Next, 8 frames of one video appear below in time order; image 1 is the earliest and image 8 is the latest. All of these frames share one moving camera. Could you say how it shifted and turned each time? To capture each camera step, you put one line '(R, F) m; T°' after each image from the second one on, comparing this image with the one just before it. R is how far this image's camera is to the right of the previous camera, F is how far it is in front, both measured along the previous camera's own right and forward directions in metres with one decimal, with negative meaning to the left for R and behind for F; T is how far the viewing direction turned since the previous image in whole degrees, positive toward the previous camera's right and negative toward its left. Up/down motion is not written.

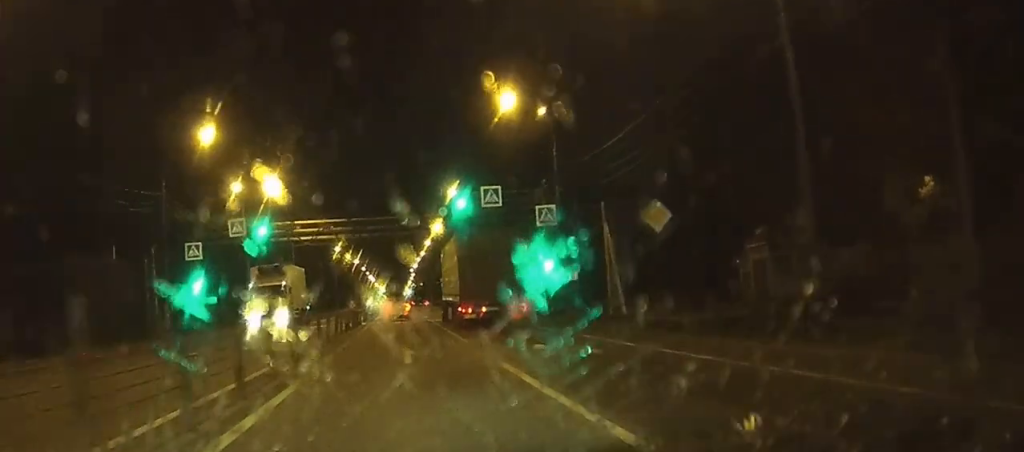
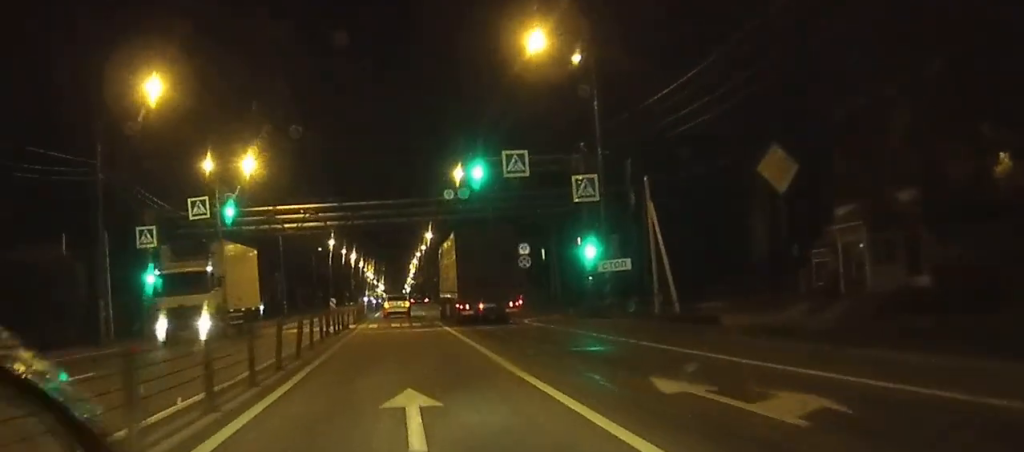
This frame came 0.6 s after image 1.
(0.0, +10.6) m; 0°
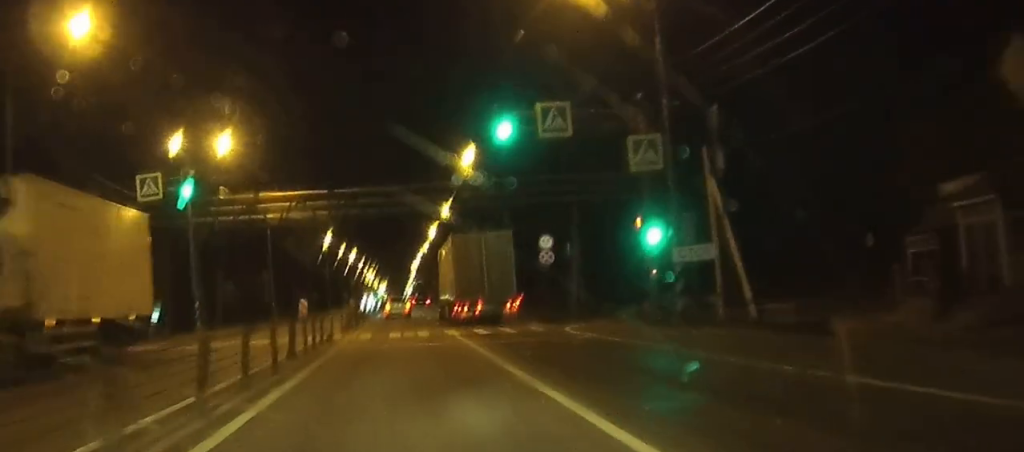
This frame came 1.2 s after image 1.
(0.0, +9.4) m; 0°
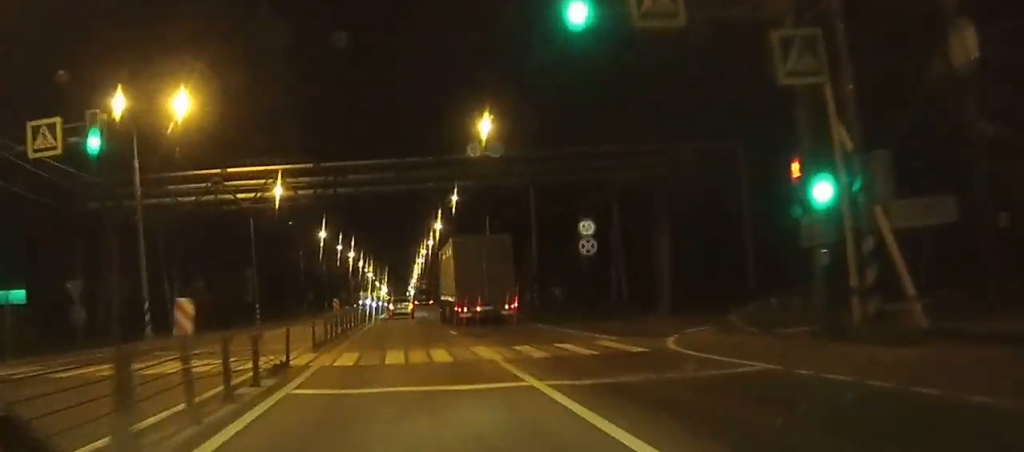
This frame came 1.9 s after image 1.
(0.0, +11.6) m; 0°
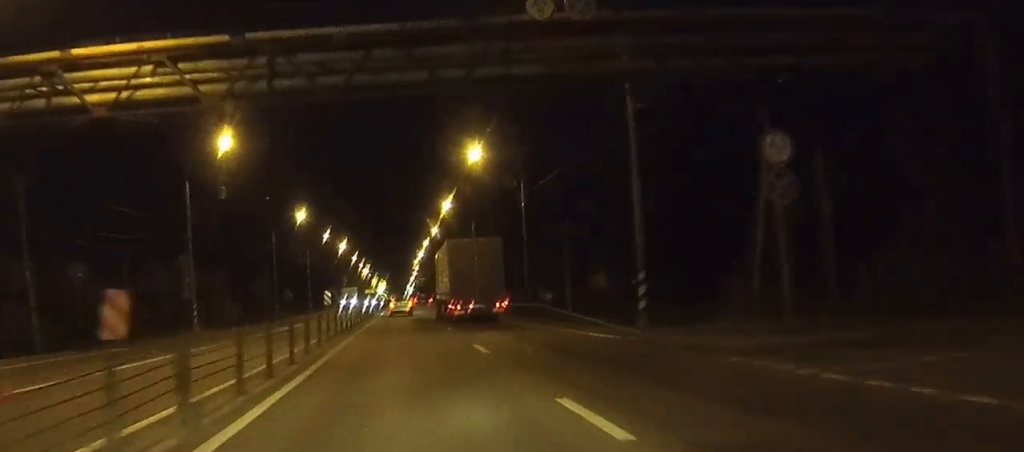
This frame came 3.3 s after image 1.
(0.0, +23.3) m; 0°
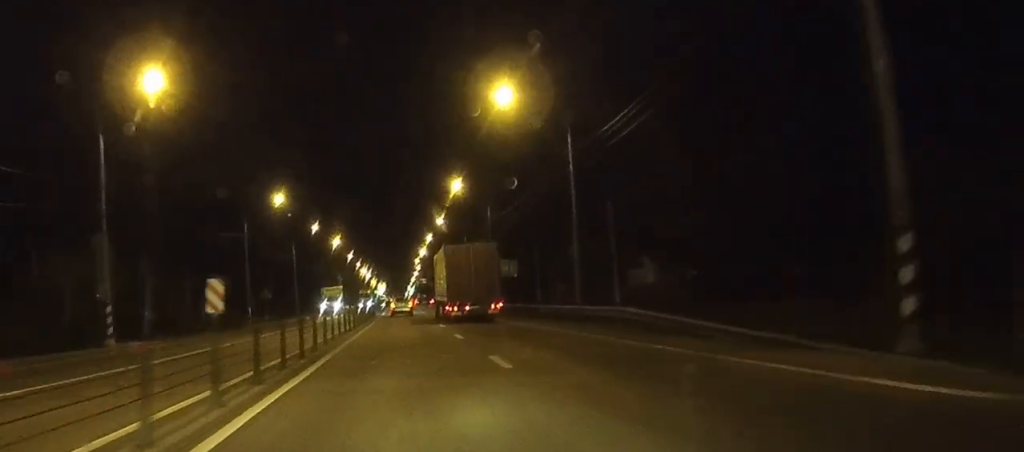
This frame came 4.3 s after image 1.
(0.0, +16.2) m; 0°
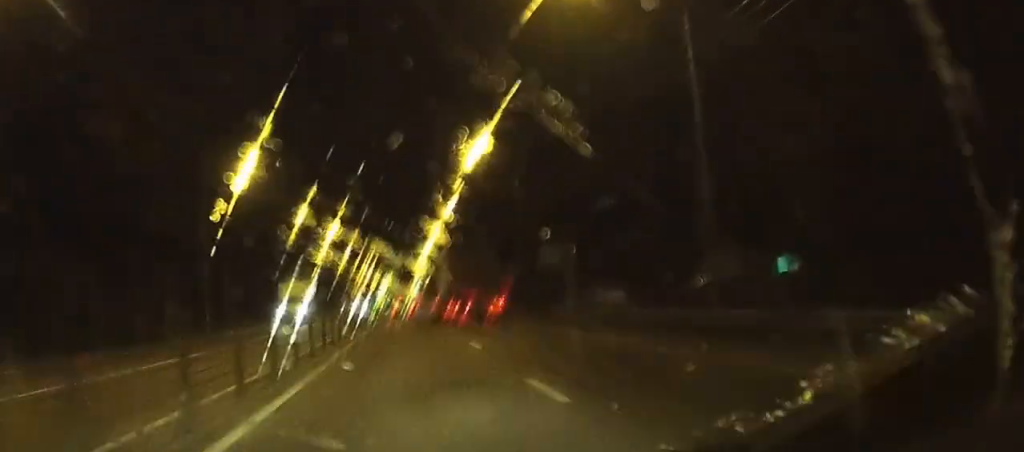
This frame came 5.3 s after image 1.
(0.0, +16.9) m; 0°
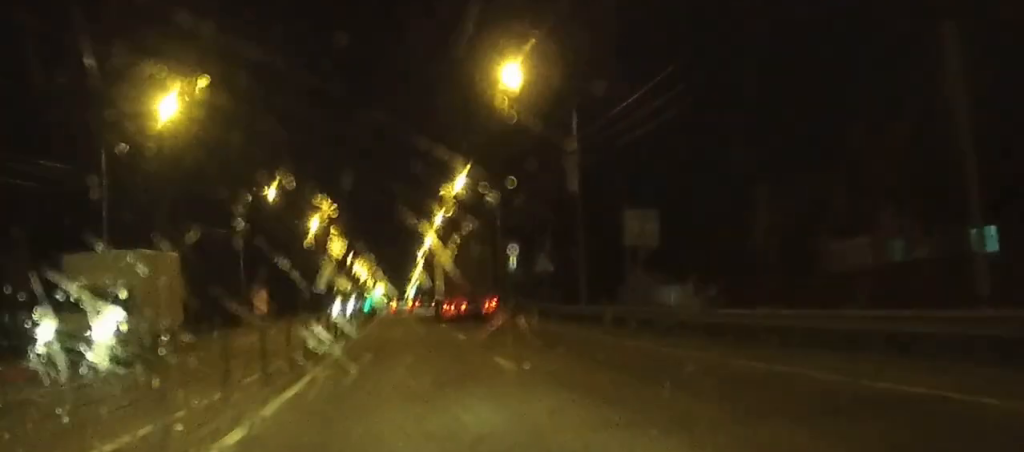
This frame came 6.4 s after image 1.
(+0.1, +18.9) m; +1°
